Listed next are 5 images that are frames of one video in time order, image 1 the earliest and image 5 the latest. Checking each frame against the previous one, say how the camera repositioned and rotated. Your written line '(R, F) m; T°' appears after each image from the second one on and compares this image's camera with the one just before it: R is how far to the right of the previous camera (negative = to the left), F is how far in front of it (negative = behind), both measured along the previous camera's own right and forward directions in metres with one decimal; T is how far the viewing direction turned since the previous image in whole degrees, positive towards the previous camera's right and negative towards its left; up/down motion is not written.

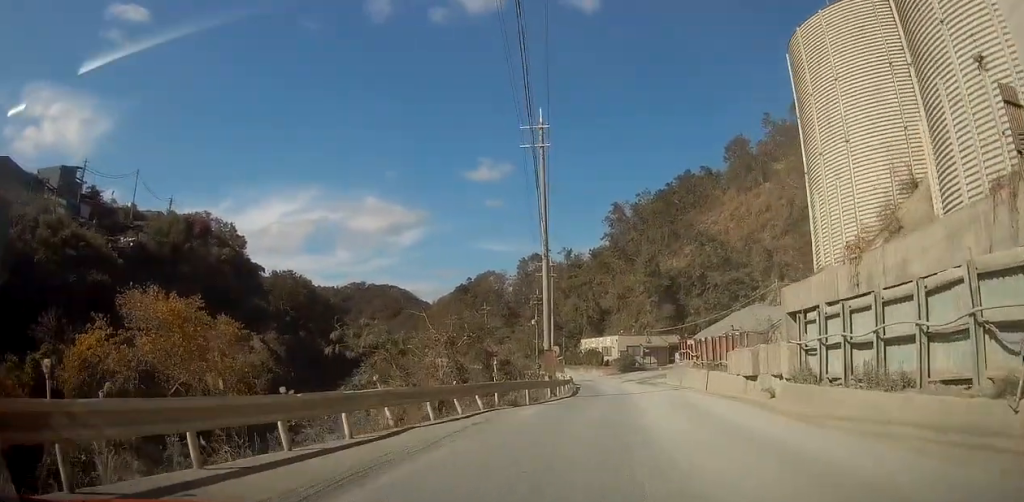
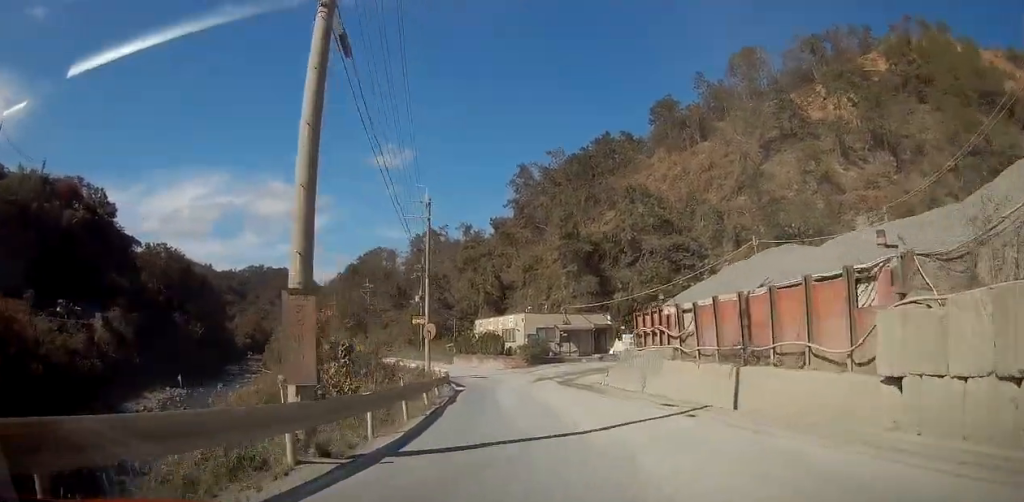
(+2.4, +20.0) m; +8°
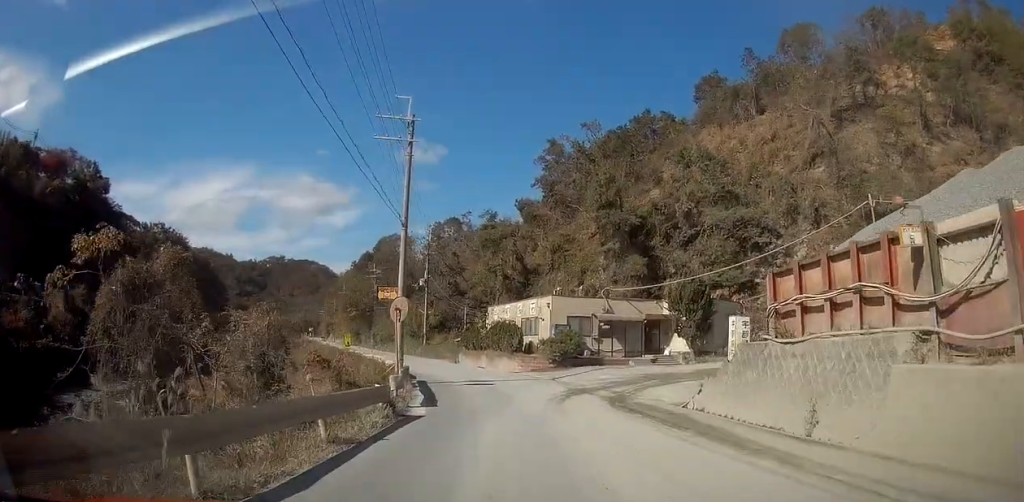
(+0.5, +14.3) m; 0°
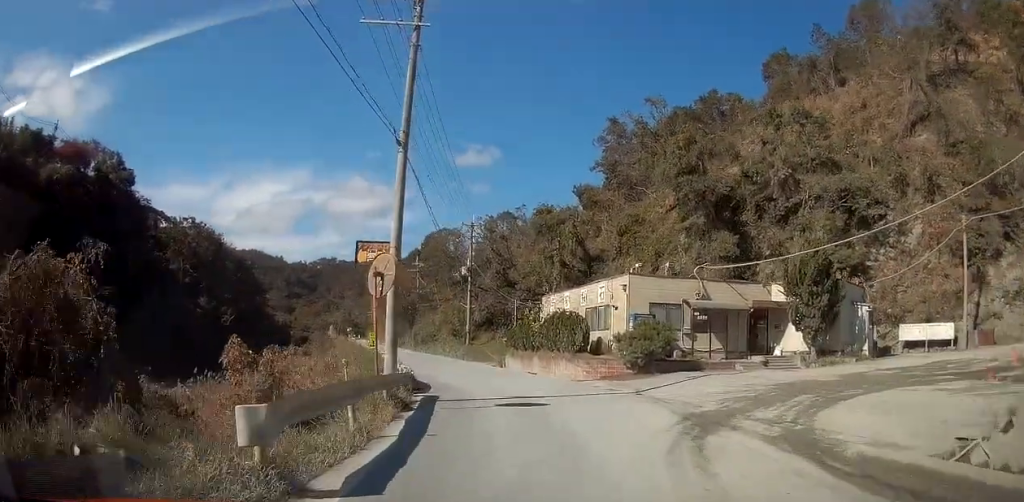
(-0.6, +10.2) m; -5°
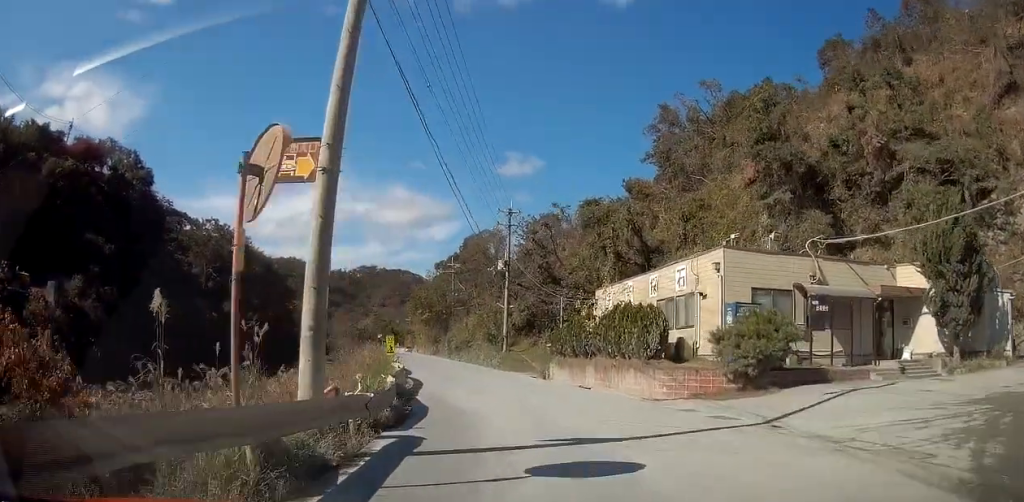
(-0.3, +8.4) m; -5°
